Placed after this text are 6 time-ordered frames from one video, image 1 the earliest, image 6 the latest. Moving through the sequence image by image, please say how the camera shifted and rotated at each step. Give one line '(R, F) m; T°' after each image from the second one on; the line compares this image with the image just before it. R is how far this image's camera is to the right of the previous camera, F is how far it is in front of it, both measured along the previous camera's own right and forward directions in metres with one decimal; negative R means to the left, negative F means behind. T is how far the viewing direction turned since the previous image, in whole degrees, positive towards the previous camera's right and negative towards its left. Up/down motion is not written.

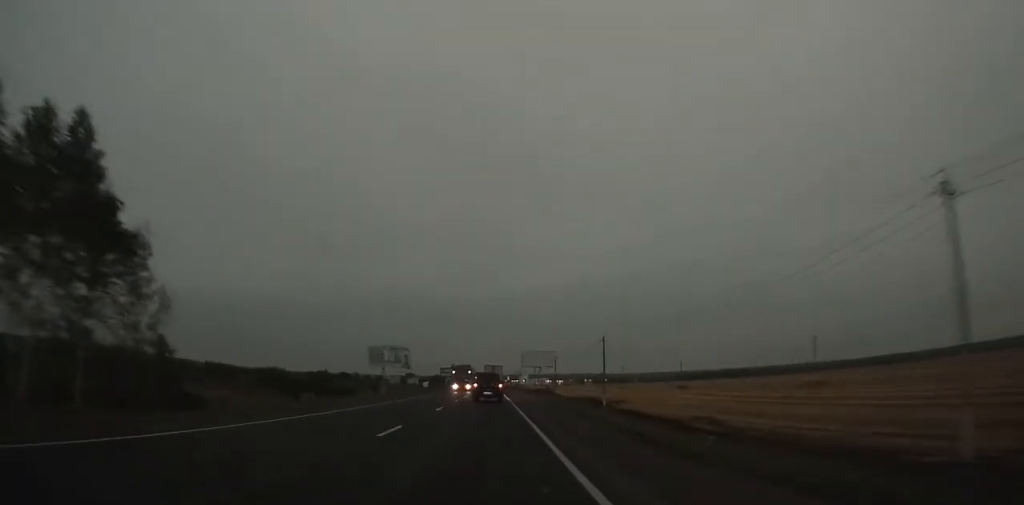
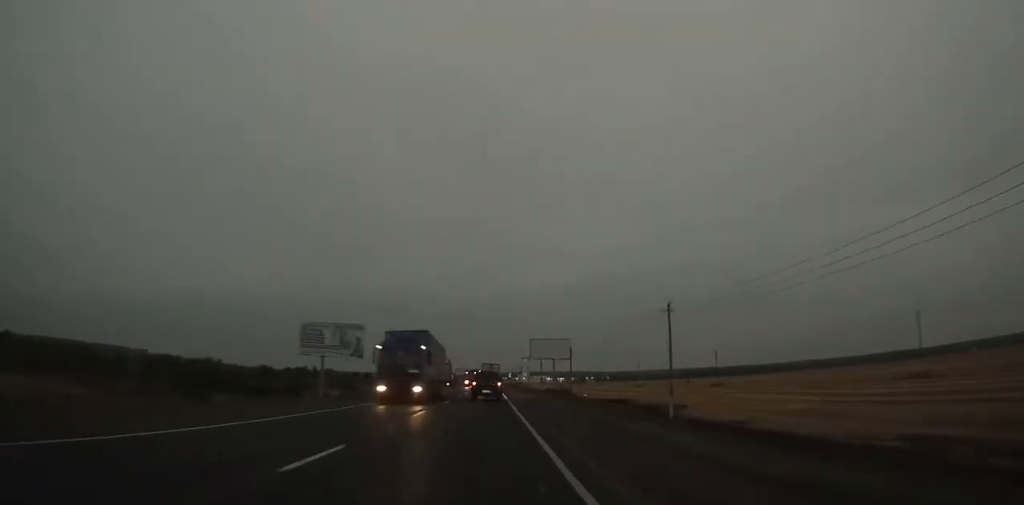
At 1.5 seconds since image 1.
(-0.2, +29.4) m; 0°
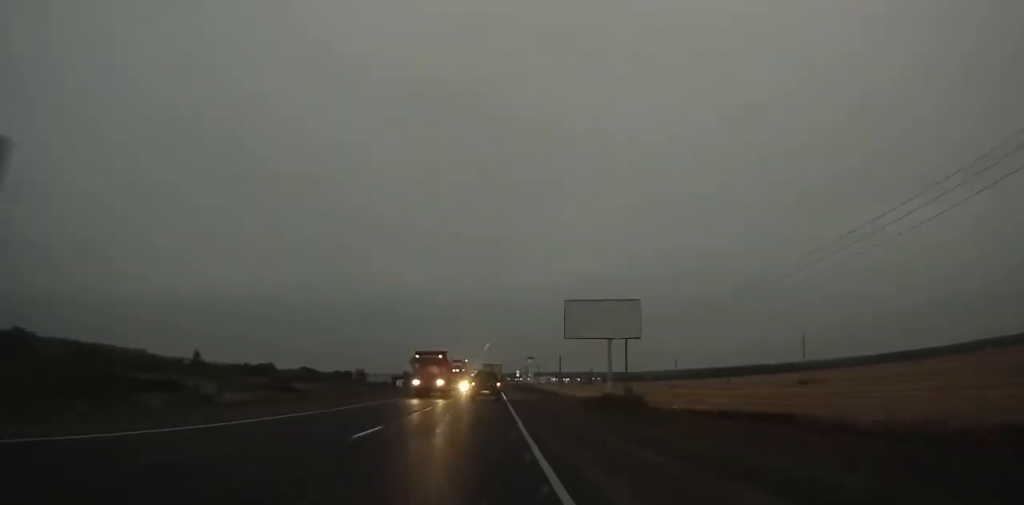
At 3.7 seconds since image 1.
(-0.1, +43.5) m; 0°
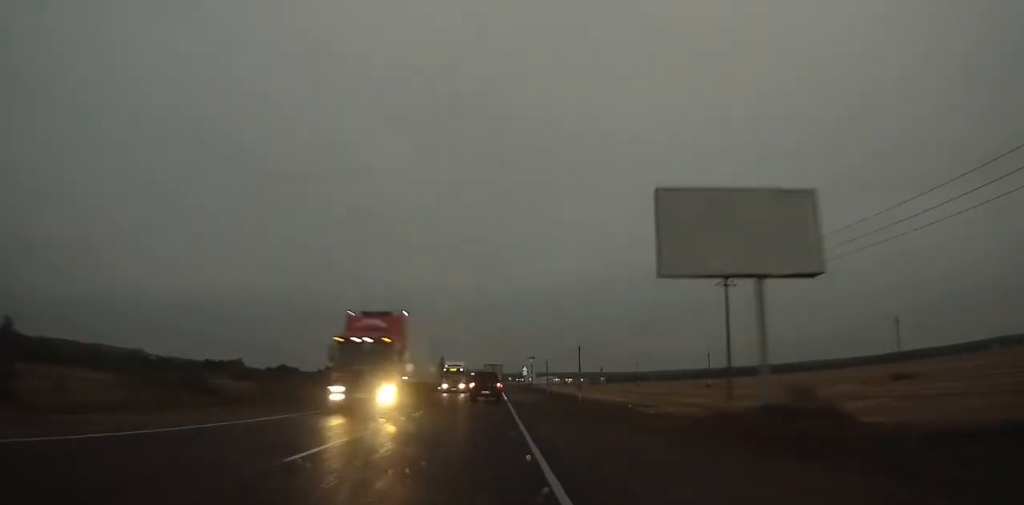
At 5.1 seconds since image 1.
(0.0, +27.7) m; 0°
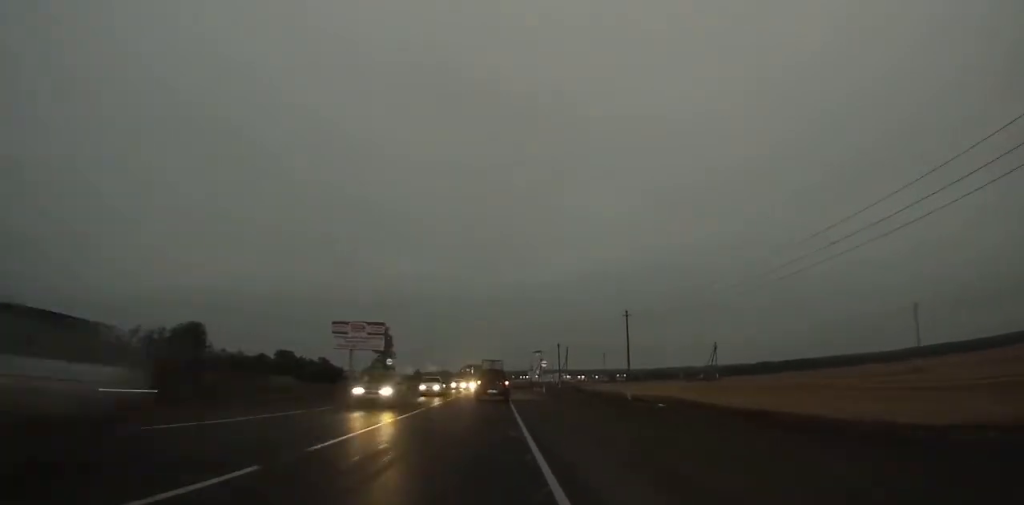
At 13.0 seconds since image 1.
(+0.1, +154.4) m; 0°
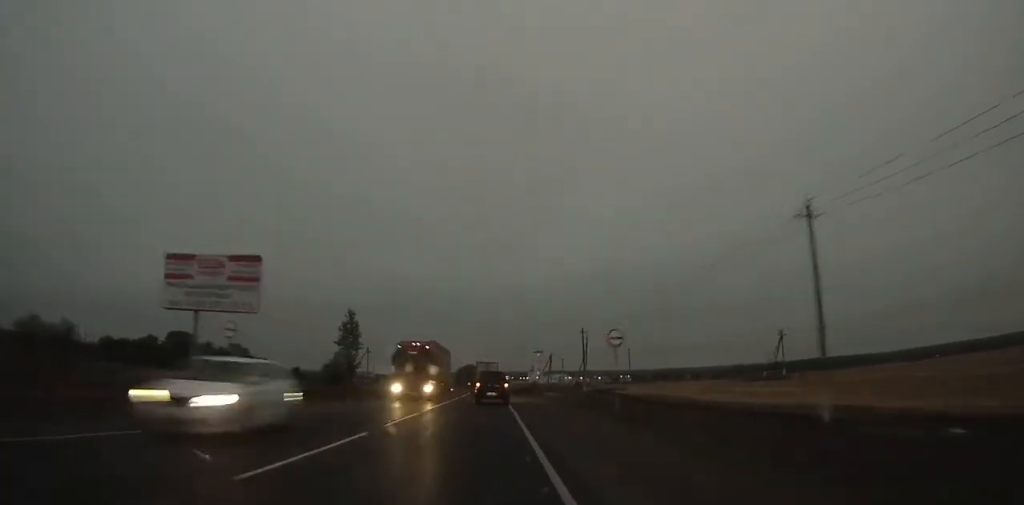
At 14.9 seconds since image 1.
(-0.1, +35.9) m; 0°
